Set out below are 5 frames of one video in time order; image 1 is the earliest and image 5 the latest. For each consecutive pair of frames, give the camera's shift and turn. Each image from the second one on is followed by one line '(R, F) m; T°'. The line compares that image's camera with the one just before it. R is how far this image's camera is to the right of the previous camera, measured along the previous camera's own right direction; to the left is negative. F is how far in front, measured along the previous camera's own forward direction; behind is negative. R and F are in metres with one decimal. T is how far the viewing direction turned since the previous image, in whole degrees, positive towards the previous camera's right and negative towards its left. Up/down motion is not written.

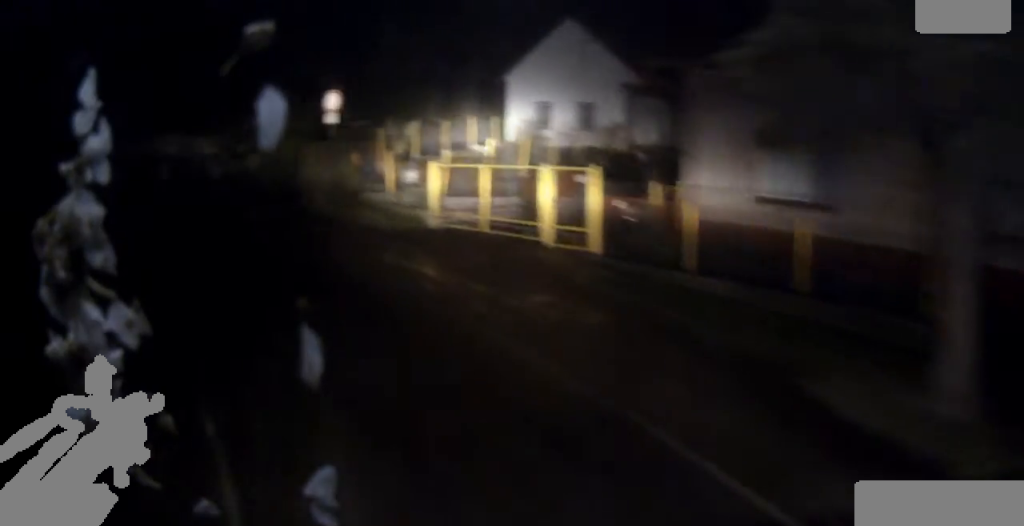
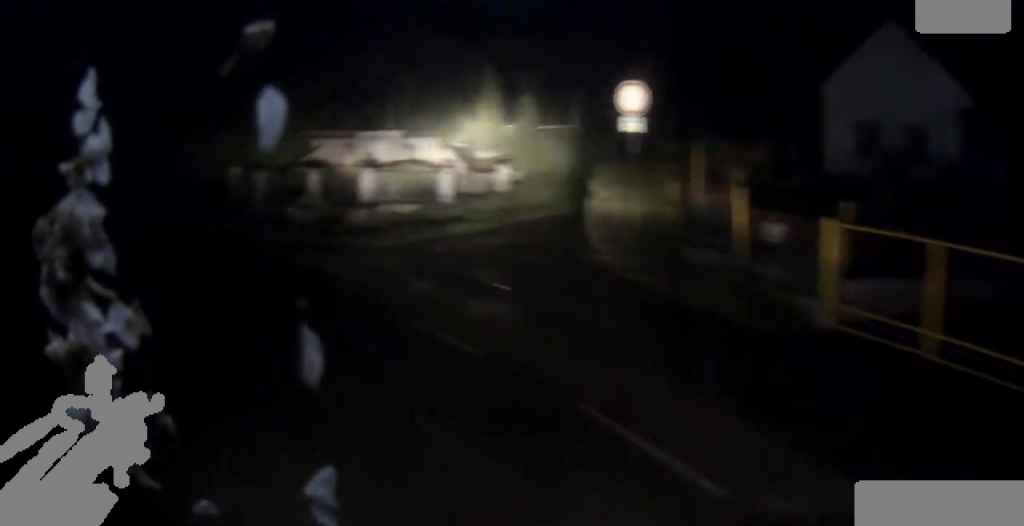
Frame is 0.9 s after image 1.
(-1.3, +7.3) m; -27°
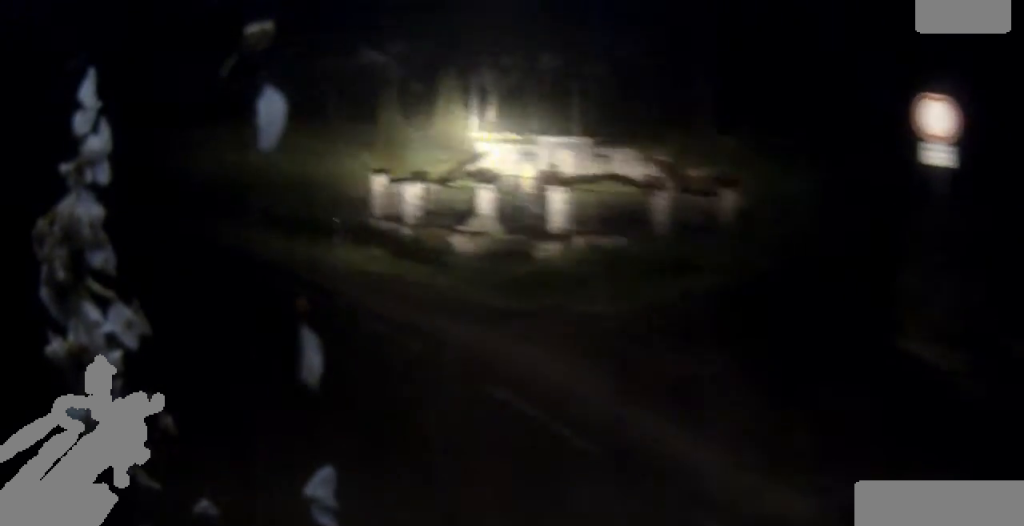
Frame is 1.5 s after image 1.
(-0.2, +4.5) m; -21°
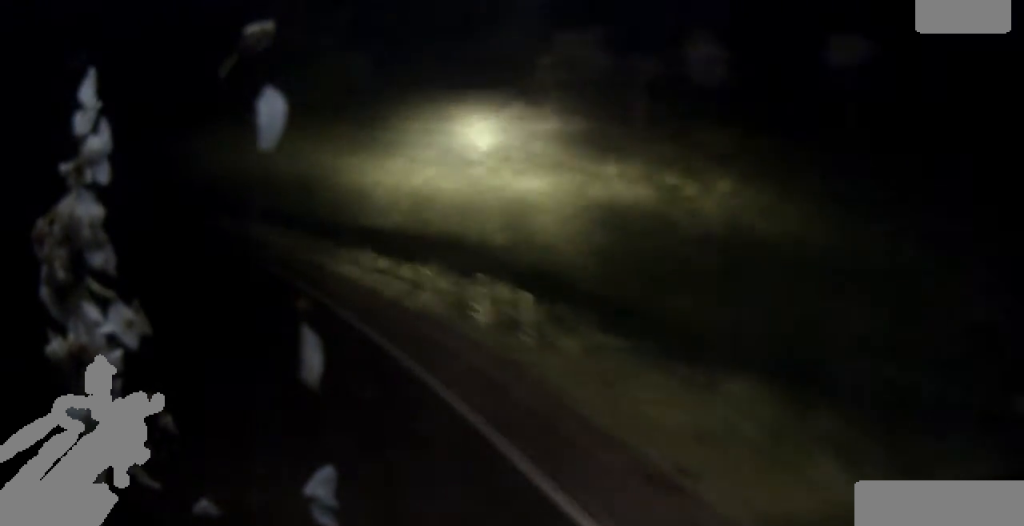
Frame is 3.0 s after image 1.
(-4.9, +9.9) m; -38°
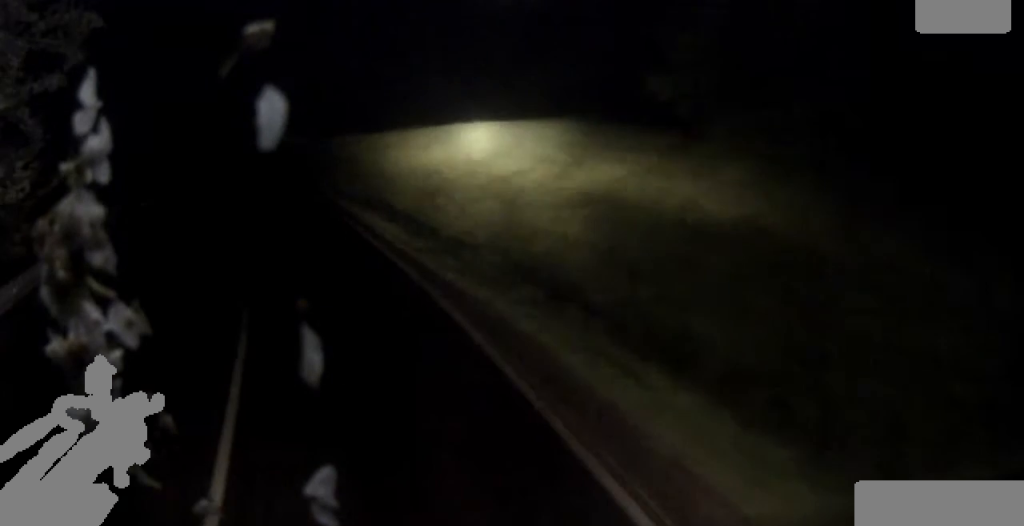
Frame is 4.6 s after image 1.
(-2.1, +10.9) m; -19°
